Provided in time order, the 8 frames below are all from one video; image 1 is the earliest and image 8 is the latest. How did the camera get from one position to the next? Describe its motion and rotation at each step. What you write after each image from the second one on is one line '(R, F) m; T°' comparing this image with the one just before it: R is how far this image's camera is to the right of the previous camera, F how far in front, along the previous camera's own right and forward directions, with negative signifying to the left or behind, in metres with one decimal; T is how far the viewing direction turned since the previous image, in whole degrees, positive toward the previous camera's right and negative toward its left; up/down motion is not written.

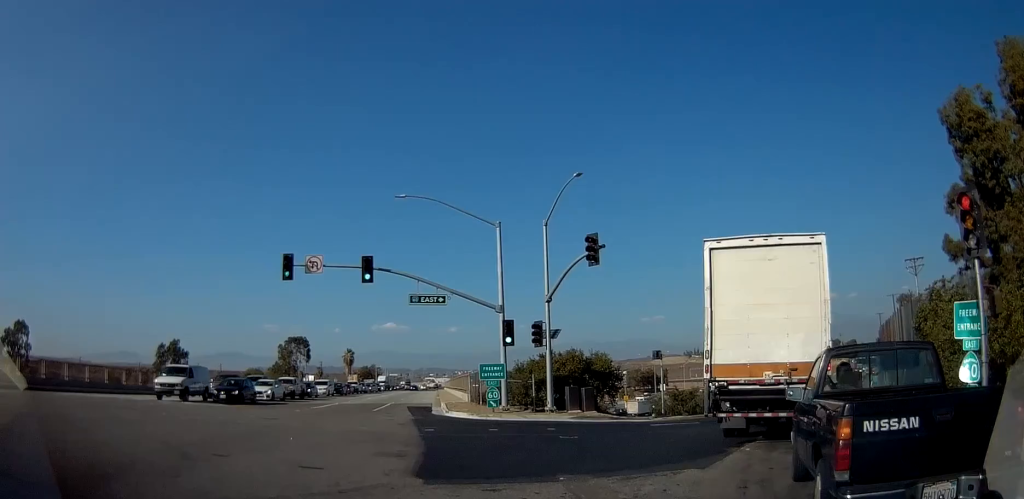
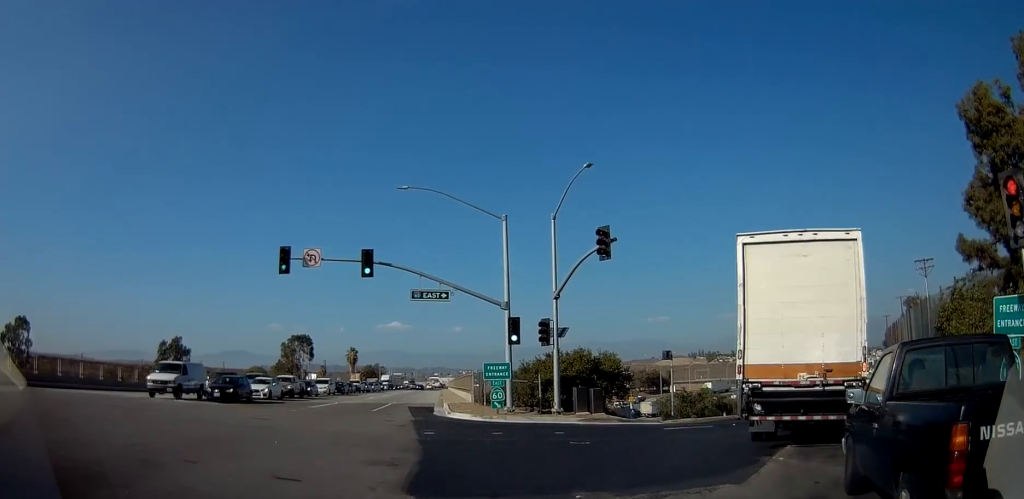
(0.0, +1.3) m; 0°
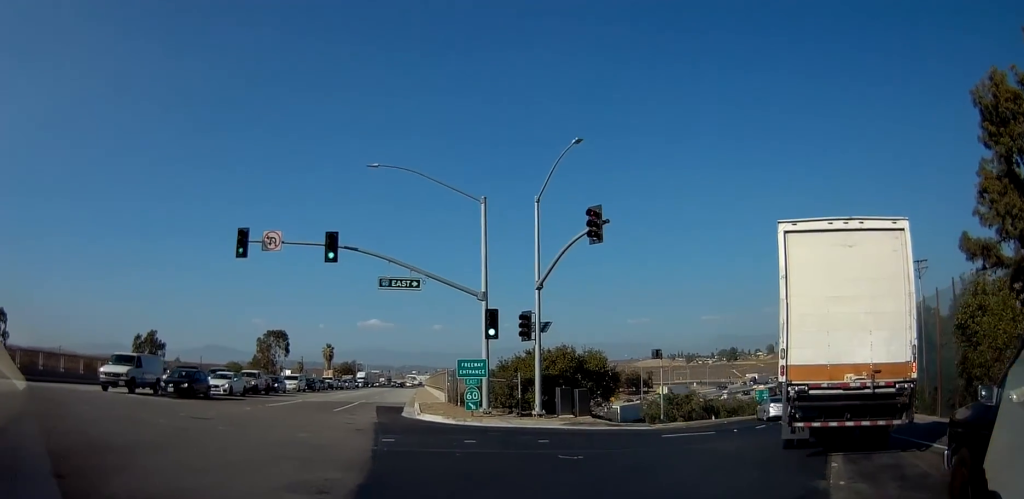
(0.0, +2.9) m; +2°
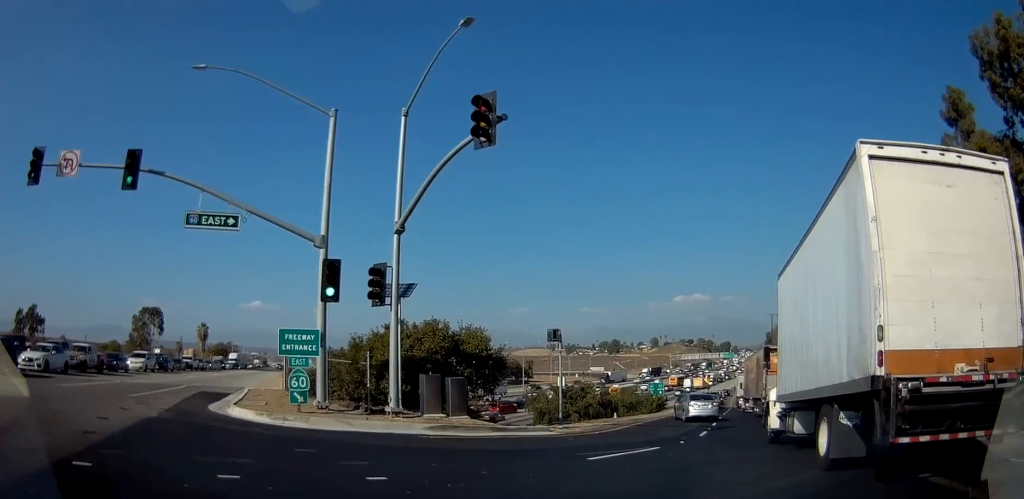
(+0.5, +7.9) m; +12°
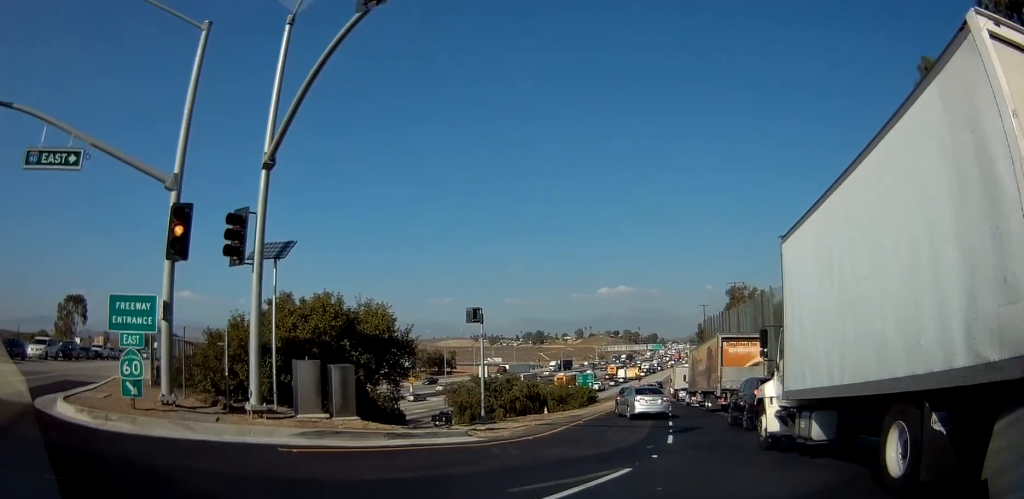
(+0.5, +4.2) m; +10°
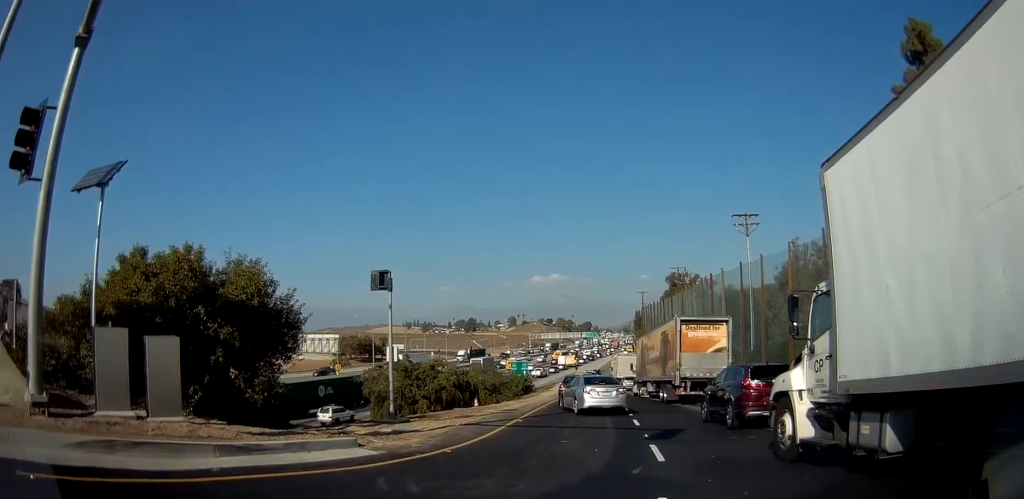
(+0.3, +3.0) m; +3°
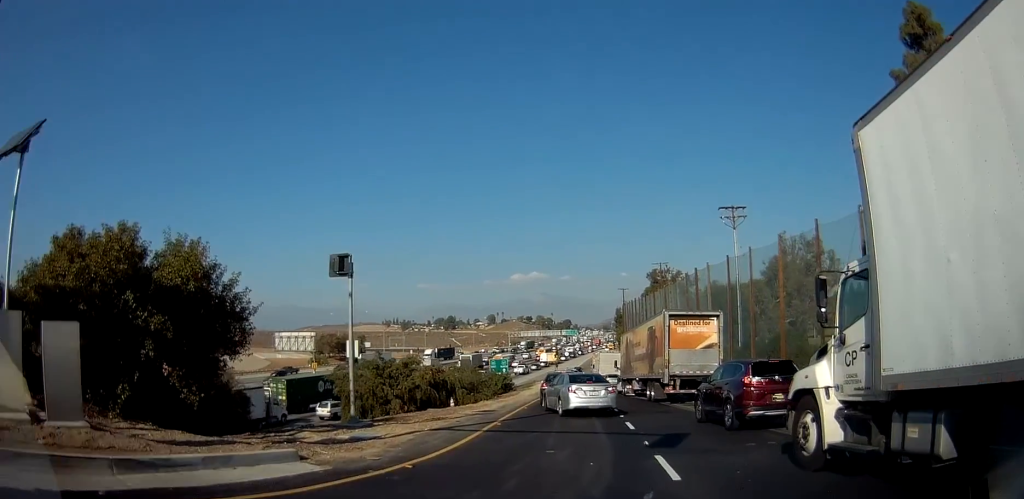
(-0.1, +1.8) m; +1°
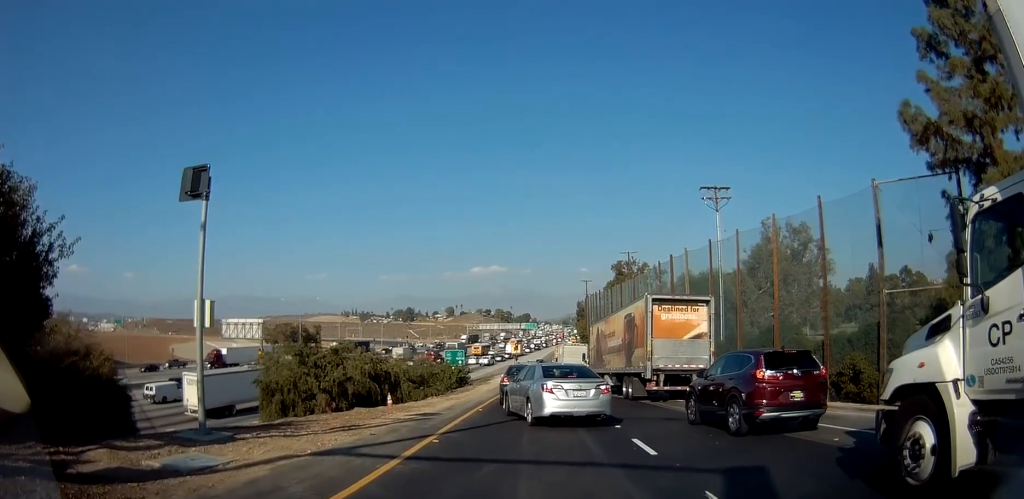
(+0.4, +6.9) m; +6°
